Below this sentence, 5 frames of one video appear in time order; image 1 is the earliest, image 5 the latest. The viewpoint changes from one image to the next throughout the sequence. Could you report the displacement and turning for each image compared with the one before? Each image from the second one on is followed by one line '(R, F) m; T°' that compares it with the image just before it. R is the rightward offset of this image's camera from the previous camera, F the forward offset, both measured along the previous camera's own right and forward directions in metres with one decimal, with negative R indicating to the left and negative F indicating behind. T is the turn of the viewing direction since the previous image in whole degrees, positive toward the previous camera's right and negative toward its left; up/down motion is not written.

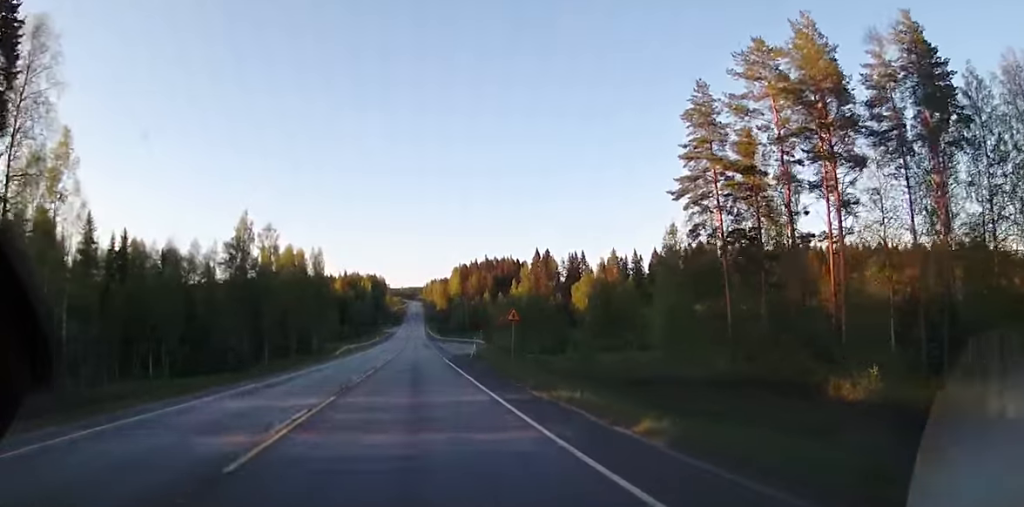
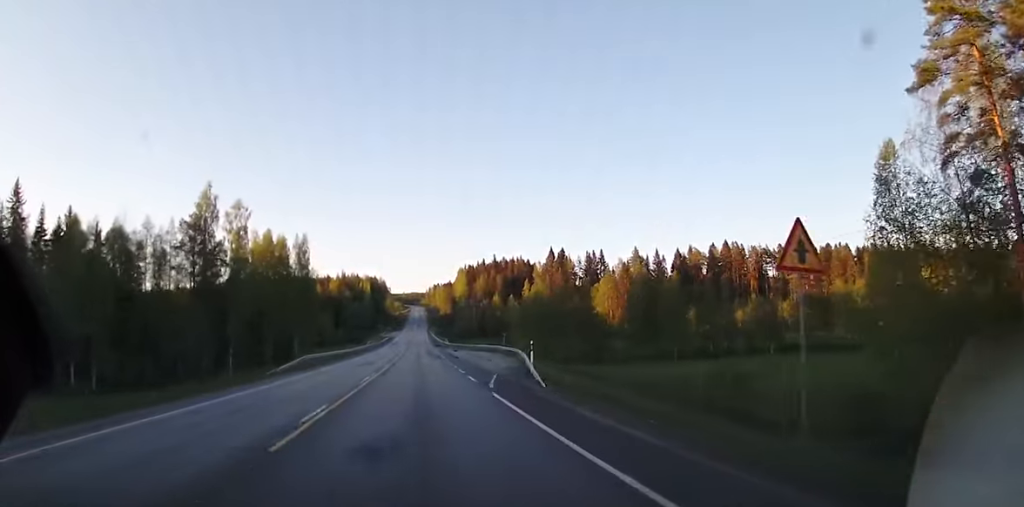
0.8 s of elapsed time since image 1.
(-0.1, +22.5) m; 0°
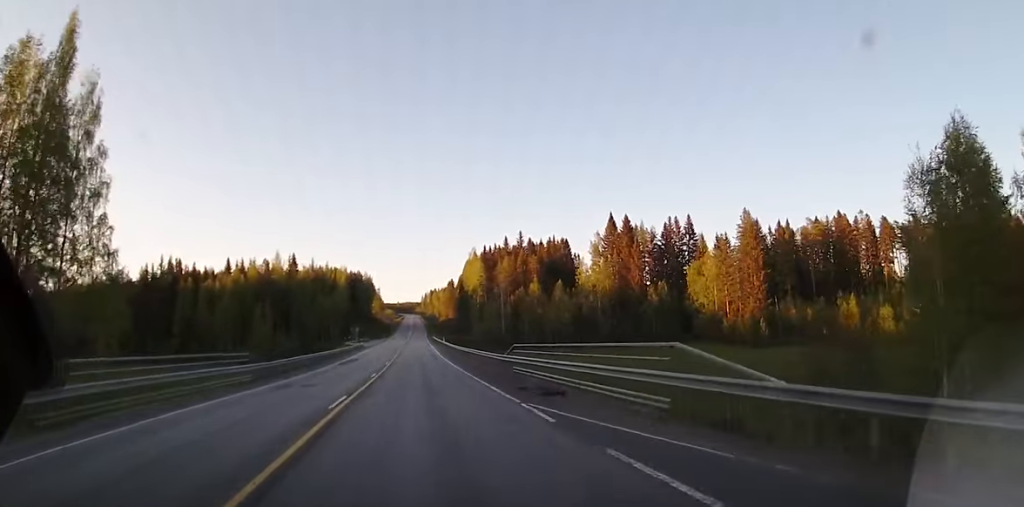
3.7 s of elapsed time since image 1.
(0.0, +82.2) m; 0°
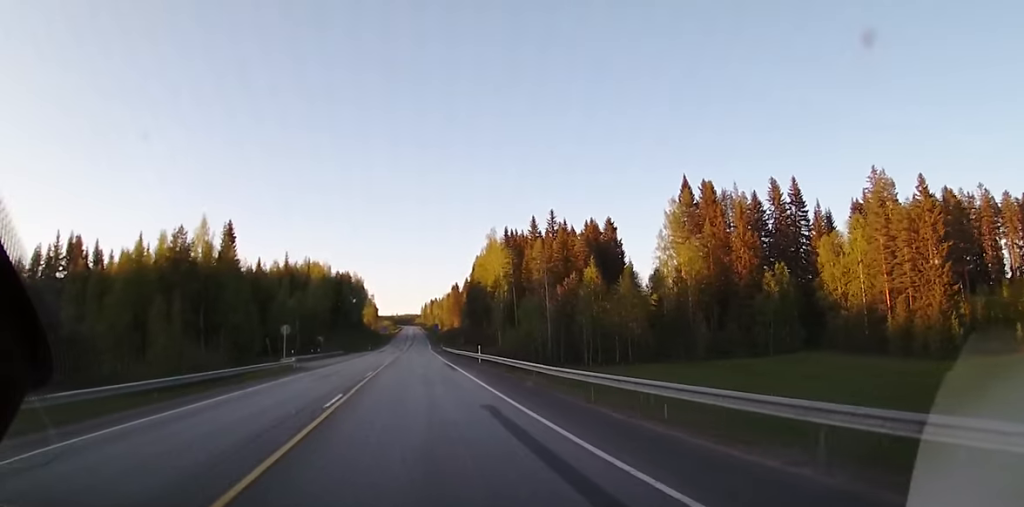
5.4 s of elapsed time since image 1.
(+0.4, +48.5) m; +1°
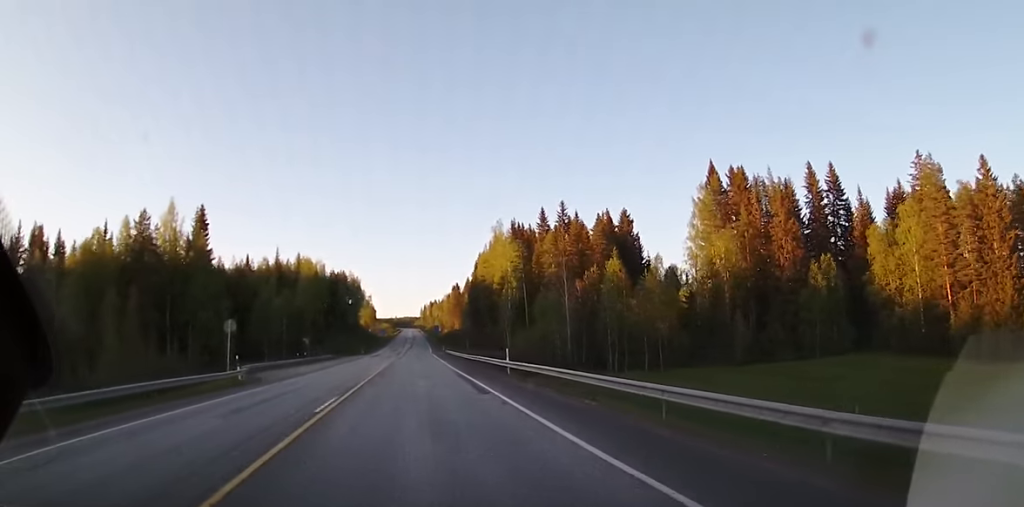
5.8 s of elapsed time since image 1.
(+0.2, +12.2) m; 0°
